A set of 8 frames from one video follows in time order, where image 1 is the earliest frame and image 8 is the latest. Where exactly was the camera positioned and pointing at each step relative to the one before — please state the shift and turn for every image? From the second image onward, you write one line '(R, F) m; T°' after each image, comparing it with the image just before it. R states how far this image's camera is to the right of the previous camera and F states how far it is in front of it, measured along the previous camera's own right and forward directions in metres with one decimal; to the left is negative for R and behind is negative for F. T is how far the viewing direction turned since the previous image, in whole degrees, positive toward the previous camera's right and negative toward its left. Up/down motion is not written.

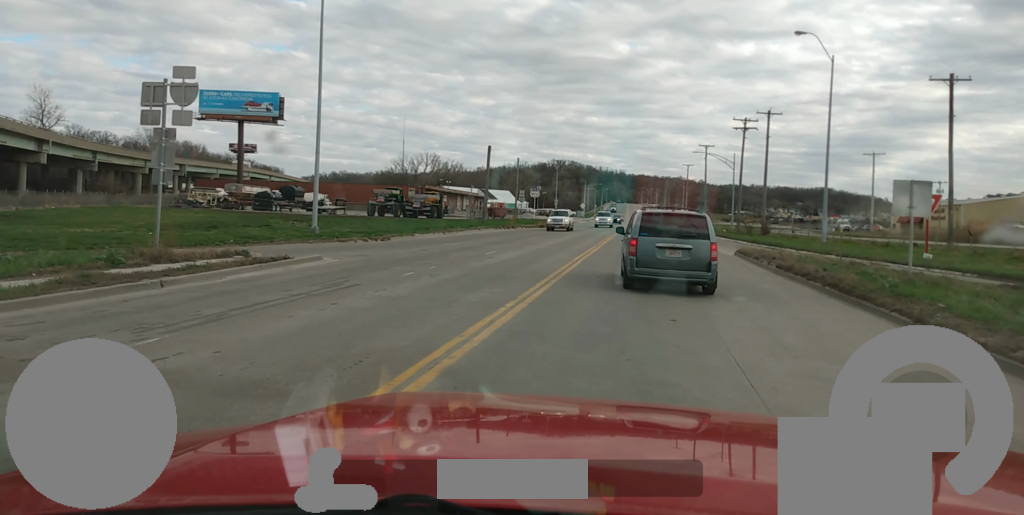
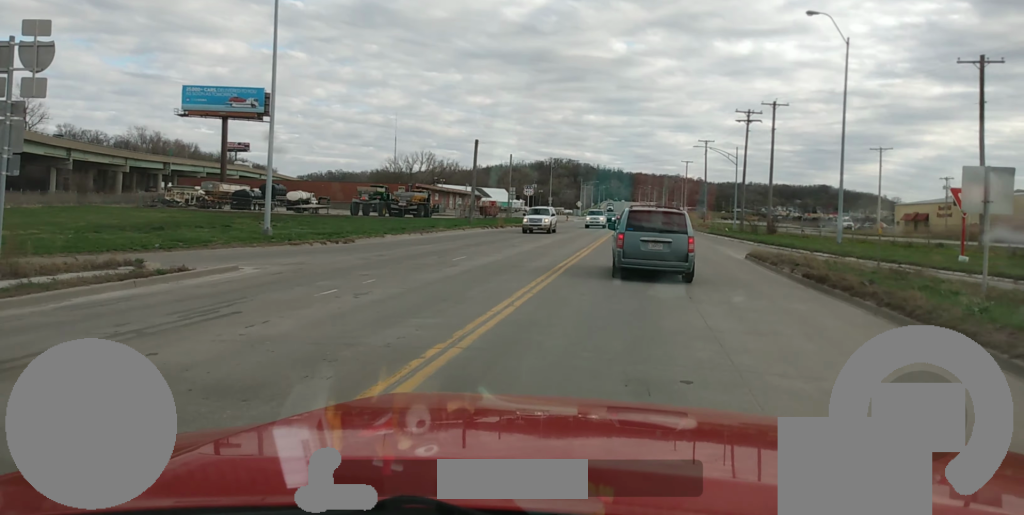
(-0.1, +4.3) m; +1°
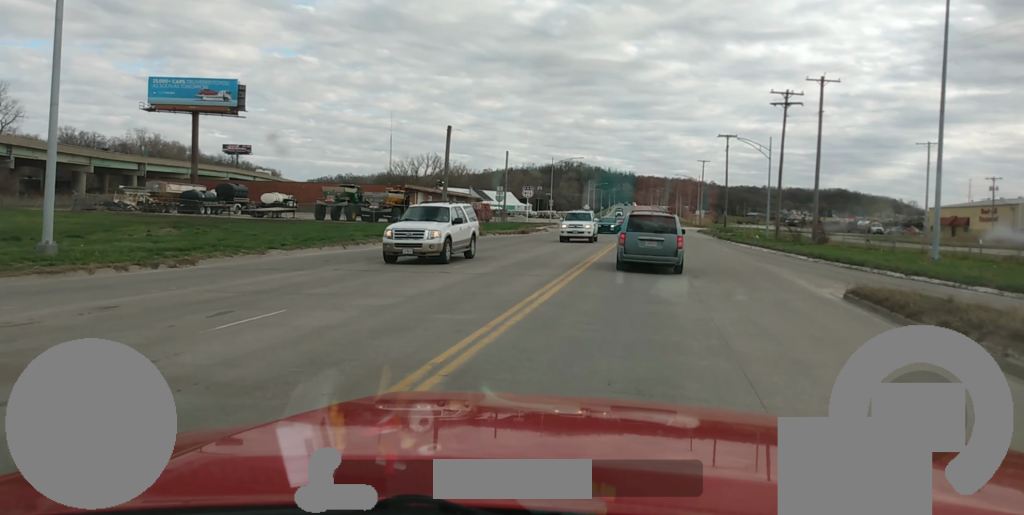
(+0.3, +12.7) m; +1°
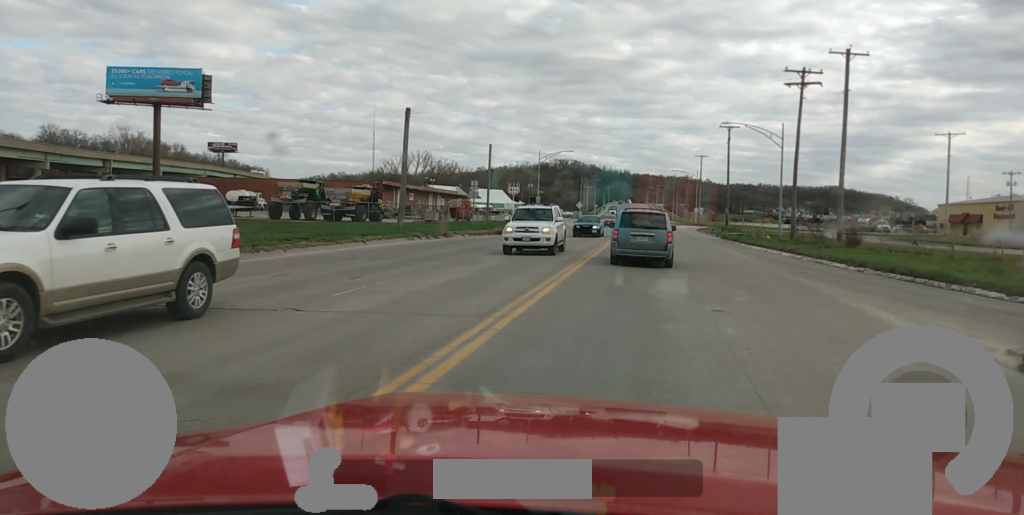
(0.0, +7.6) m; -1°
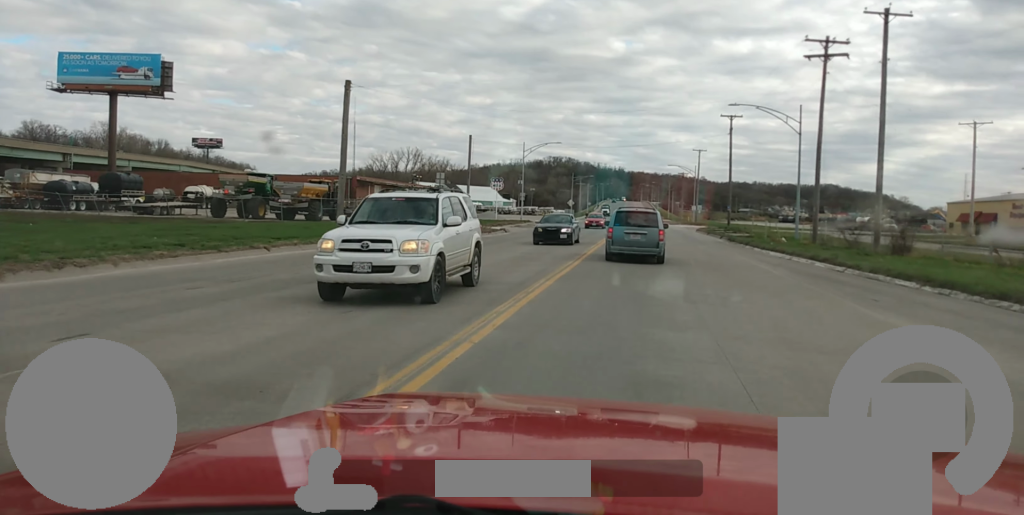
(-0.1, +8.0) m; -1°
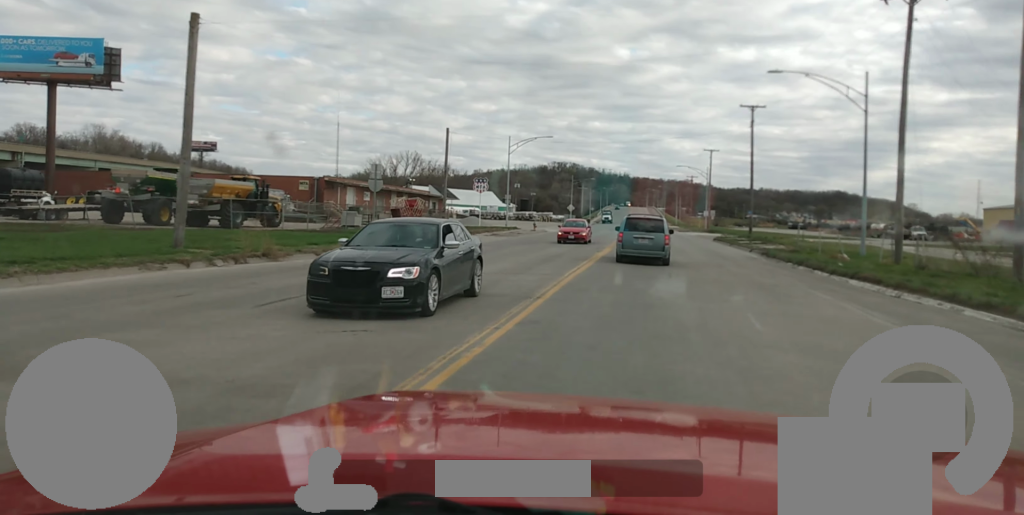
(0.0, +13.4) m; +2°
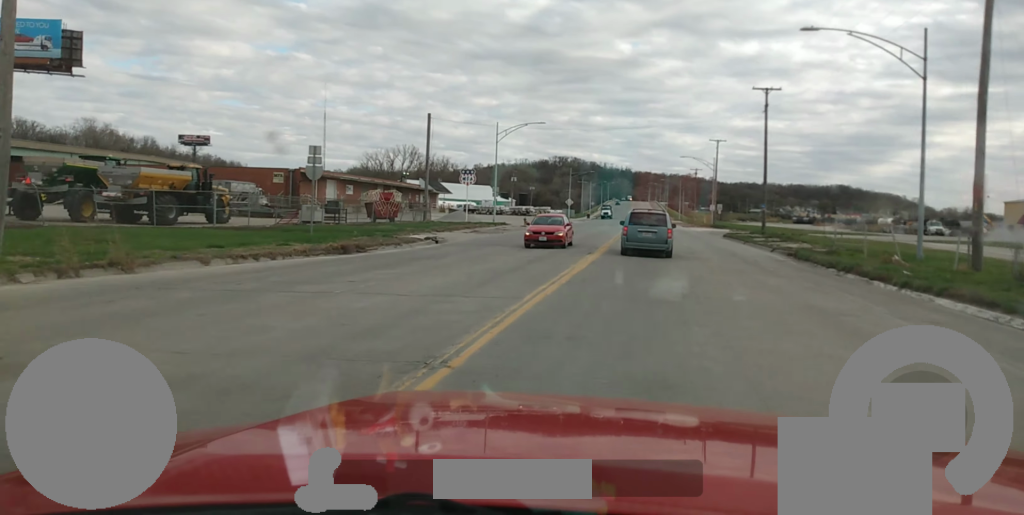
(+0.3, +7.3) m; 0°
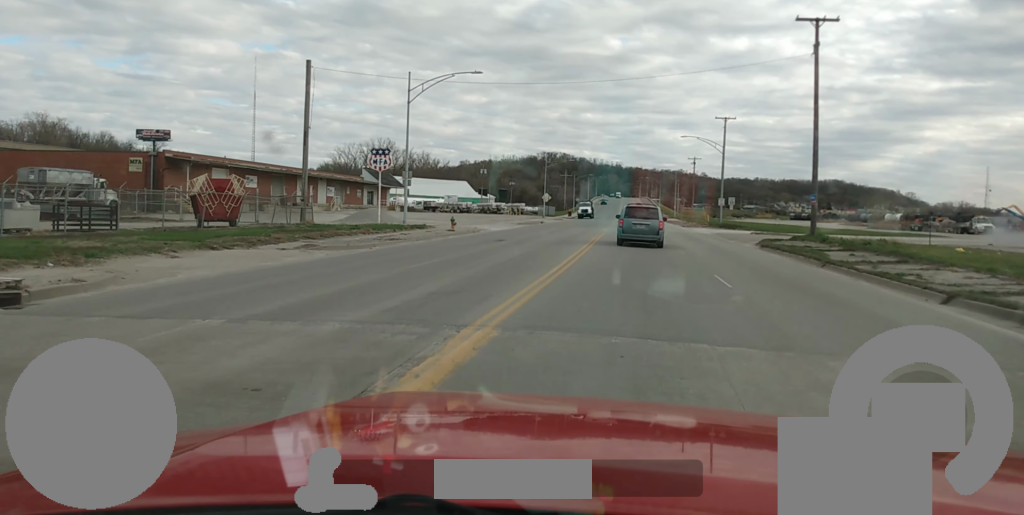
(-0.2, +23.0) m; 0°
